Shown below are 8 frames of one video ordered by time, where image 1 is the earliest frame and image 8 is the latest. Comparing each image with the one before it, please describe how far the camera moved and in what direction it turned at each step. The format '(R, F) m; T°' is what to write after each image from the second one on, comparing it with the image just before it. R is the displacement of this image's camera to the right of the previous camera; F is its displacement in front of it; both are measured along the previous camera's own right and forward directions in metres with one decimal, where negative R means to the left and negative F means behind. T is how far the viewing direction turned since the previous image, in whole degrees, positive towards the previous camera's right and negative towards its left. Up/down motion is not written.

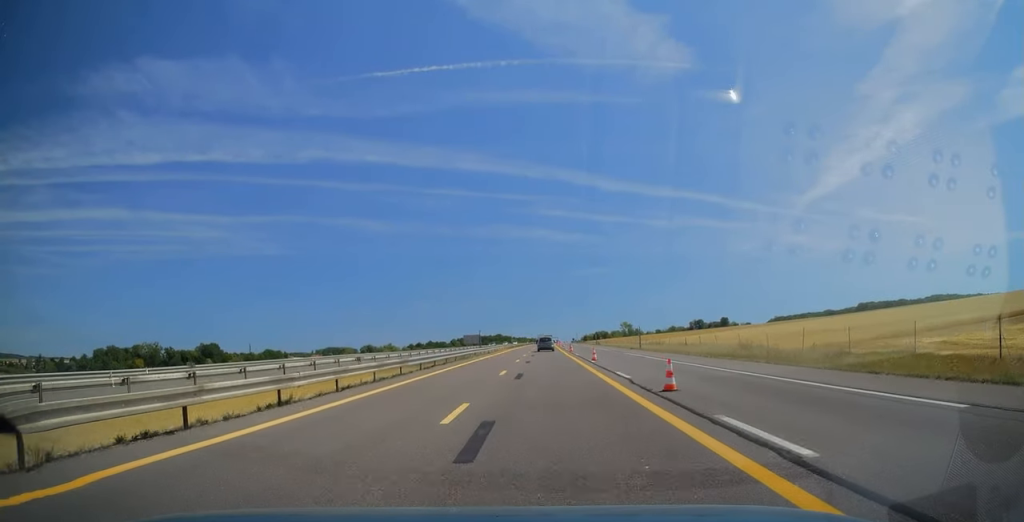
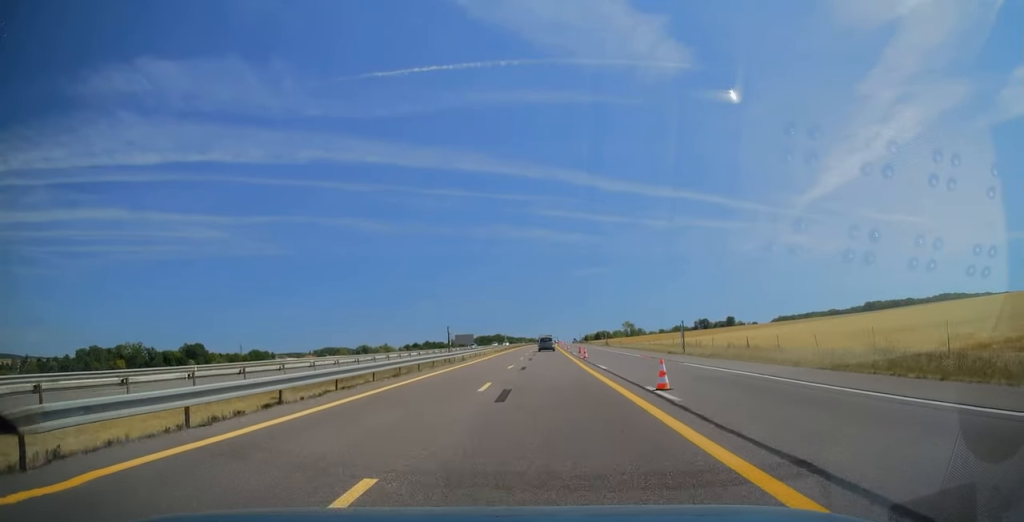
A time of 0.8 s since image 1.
(0.0, +19.8) m; +1°
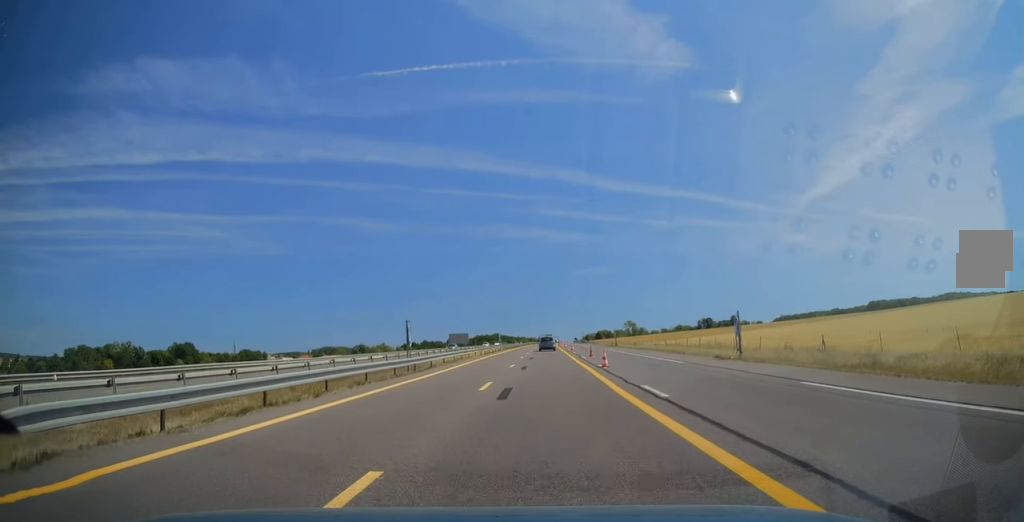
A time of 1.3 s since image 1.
(+0.1, +12.7) m; 0°
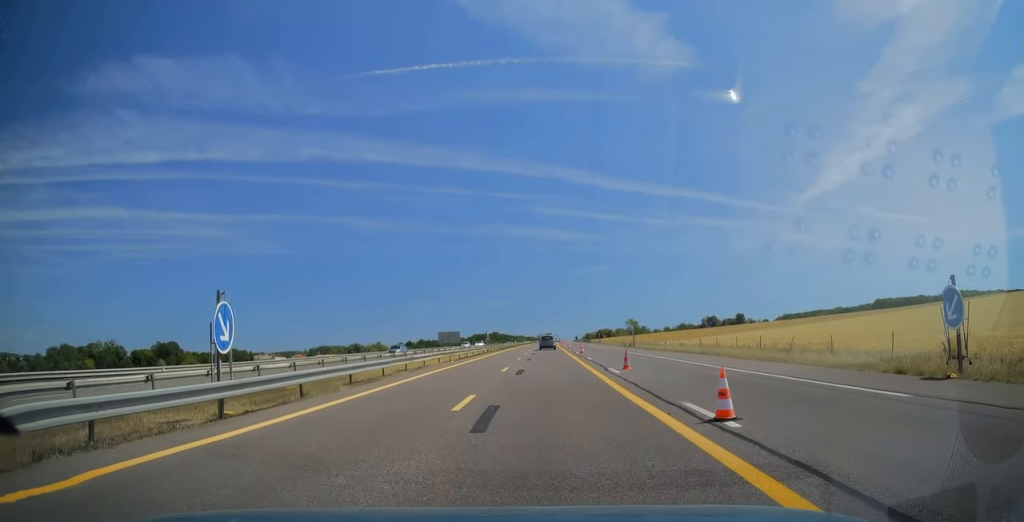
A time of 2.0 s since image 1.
(+0.3, +17.7) m; 0°
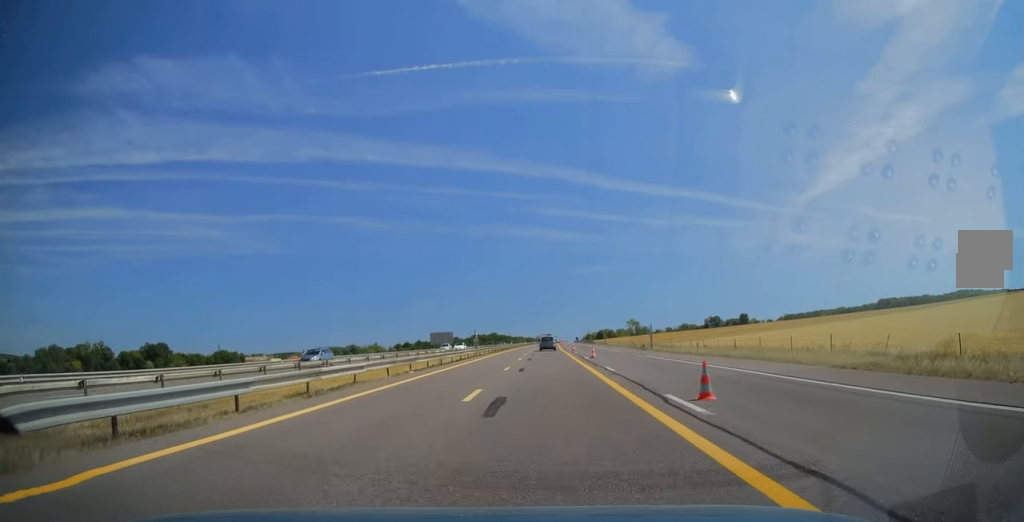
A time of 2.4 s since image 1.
(-0.2, +11.4) m; 0°
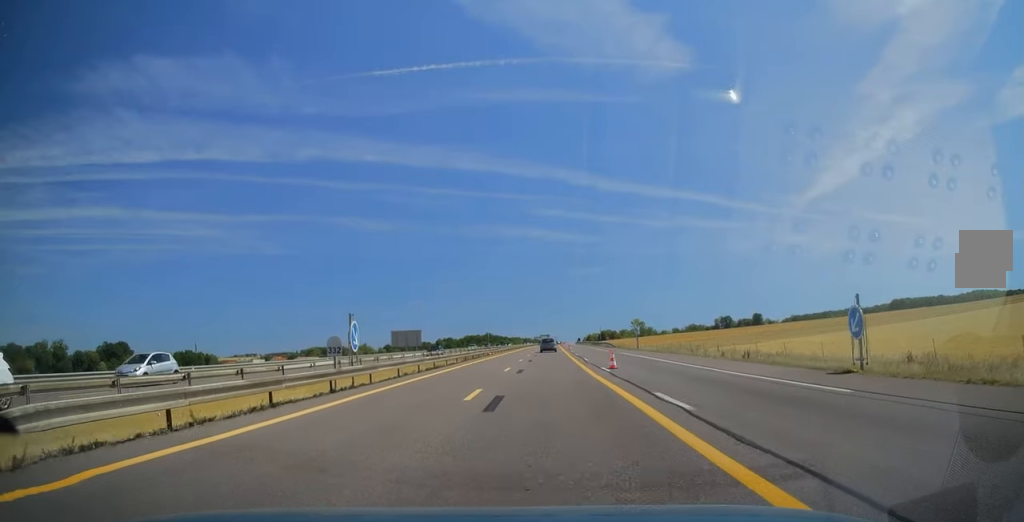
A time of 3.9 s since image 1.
(+0.2, +38.4) m; 0°
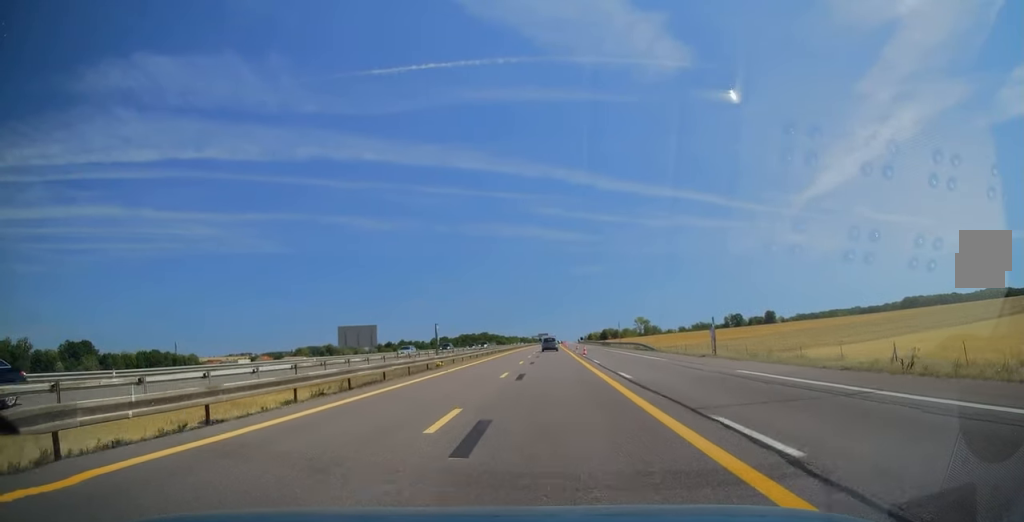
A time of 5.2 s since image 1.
(-0.2, +30.8) m; 0°
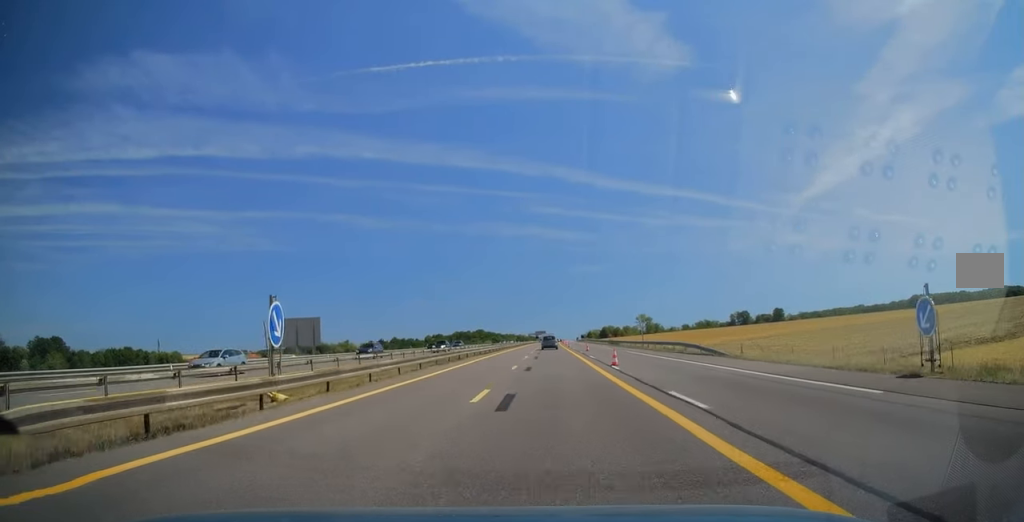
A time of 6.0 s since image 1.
(+0.2, +21.9) m; +1°
